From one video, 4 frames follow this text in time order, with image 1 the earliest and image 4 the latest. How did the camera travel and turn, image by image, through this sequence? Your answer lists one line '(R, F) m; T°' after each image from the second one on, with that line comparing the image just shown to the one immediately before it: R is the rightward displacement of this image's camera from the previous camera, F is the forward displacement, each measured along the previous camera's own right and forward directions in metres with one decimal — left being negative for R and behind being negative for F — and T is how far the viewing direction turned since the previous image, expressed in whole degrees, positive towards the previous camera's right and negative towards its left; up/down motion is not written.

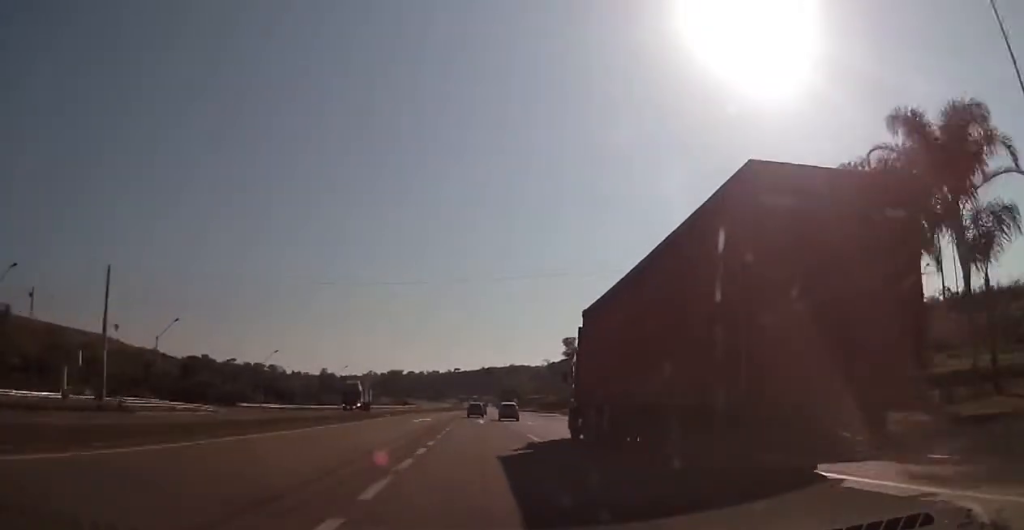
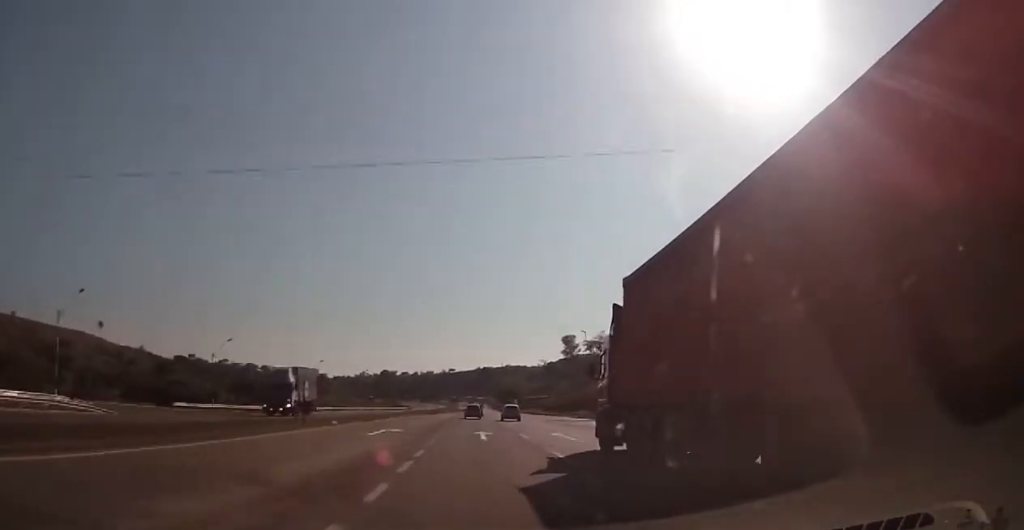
(-0.1, +19.6) m; 0°
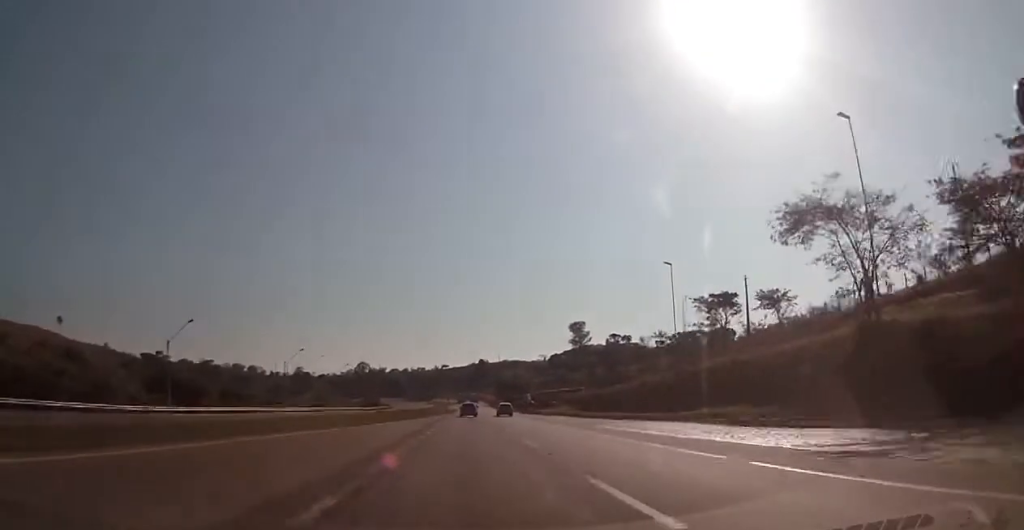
(+0.5, +57.0) m; +1°
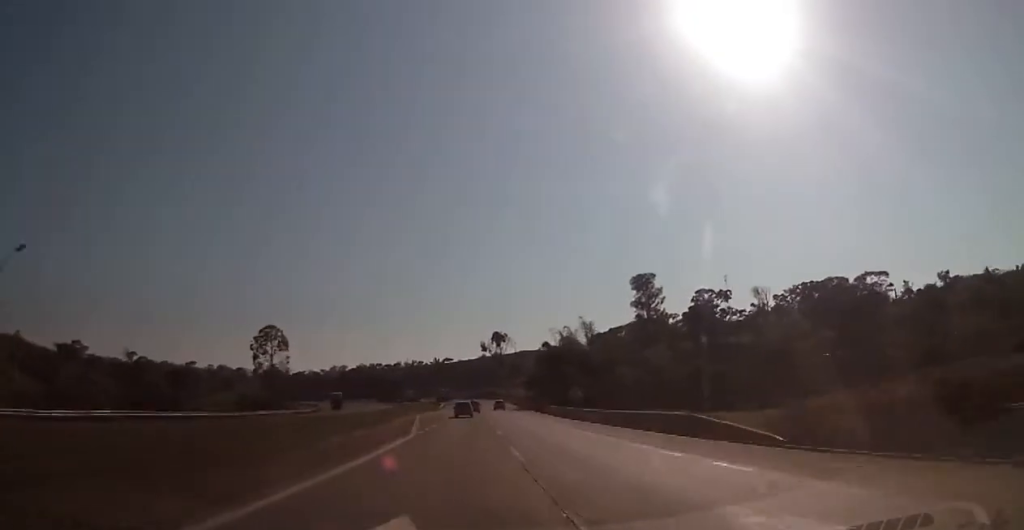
(+0.7, +135.5) m; -1°
